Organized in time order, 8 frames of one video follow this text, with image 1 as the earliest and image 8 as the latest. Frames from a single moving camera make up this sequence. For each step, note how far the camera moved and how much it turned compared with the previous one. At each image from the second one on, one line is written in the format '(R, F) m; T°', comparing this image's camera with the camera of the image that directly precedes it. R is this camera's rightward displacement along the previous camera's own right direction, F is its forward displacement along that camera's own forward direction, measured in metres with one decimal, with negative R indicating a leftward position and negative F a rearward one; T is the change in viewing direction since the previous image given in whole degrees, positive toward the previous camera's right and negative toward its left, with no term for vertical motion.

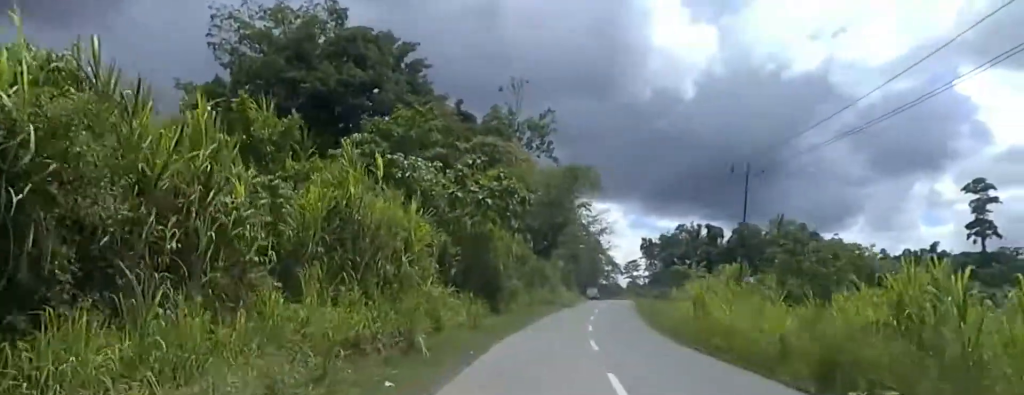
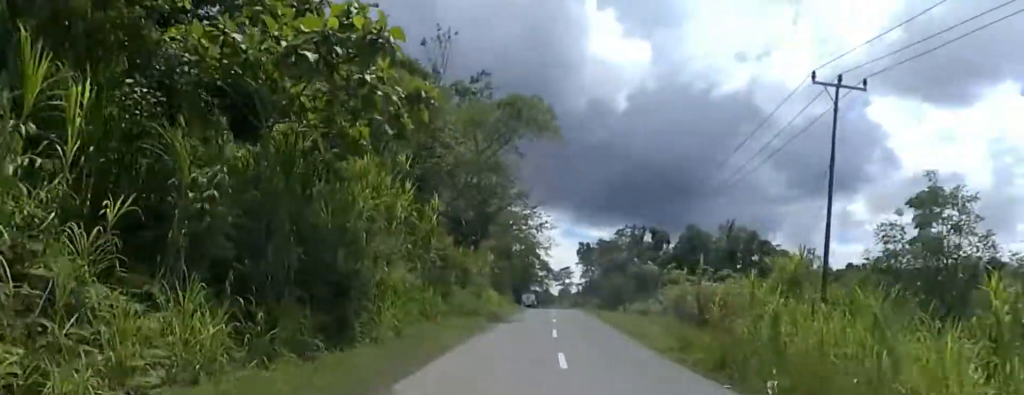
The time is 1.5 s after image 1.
(+1.4, +16.6) m; +9°
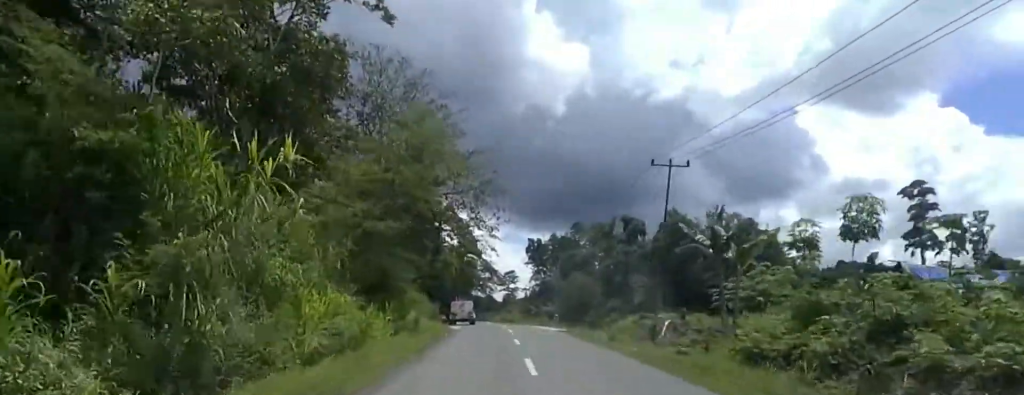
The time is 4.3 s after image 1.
(-1.0, +32.0) m; +3°
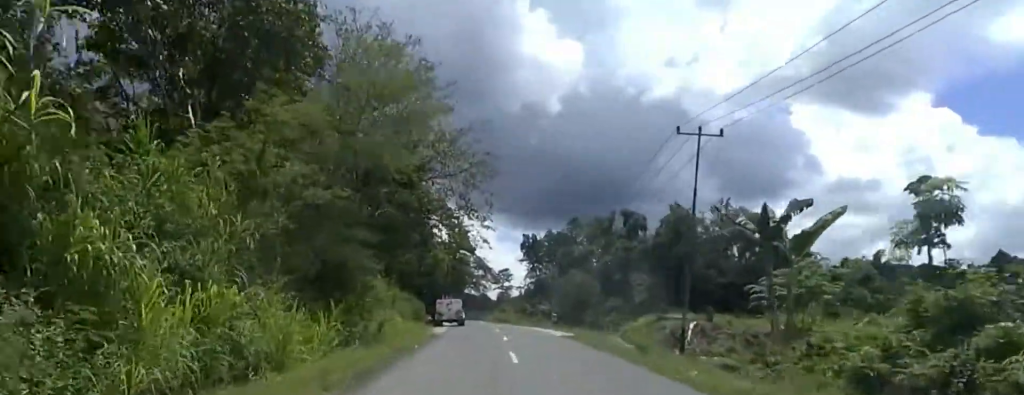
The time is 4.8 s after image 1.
(+0.8, +5.8) m; +4°
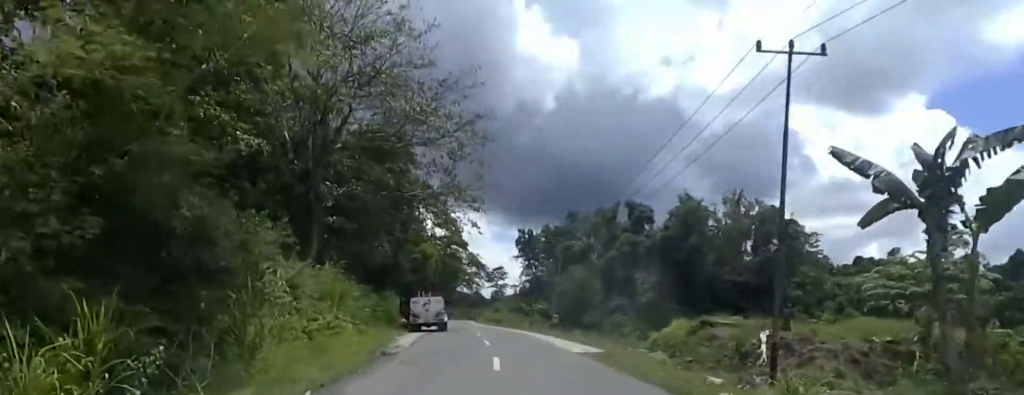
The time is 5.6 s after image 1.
(+0.1, +8.9) m; -2°
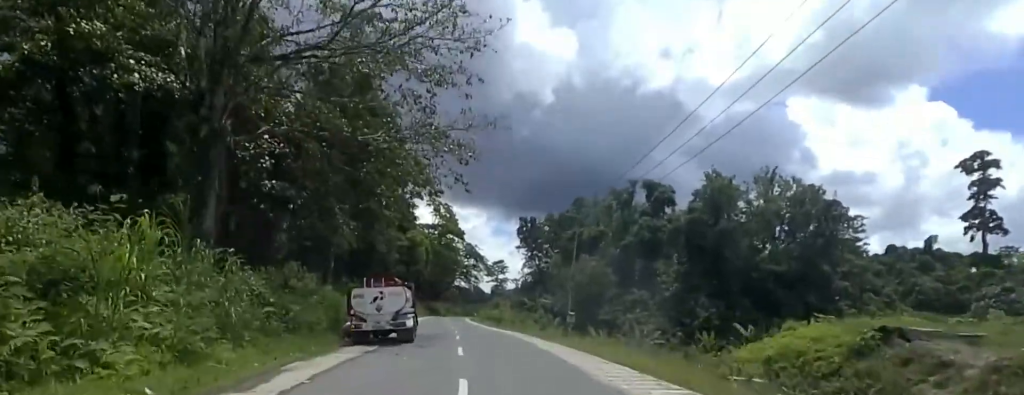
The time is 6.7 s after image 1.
(-0.8, +12.7) m; -3°
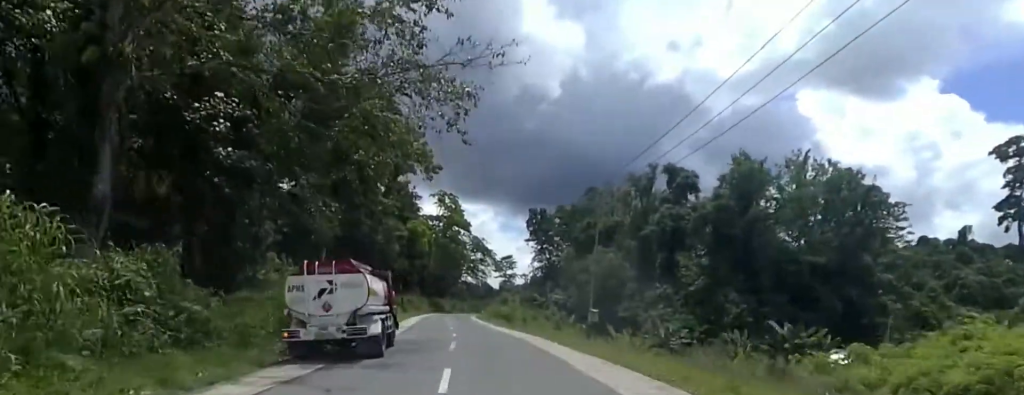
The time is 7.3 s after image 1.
(-0.1, +6.9) m; -1°
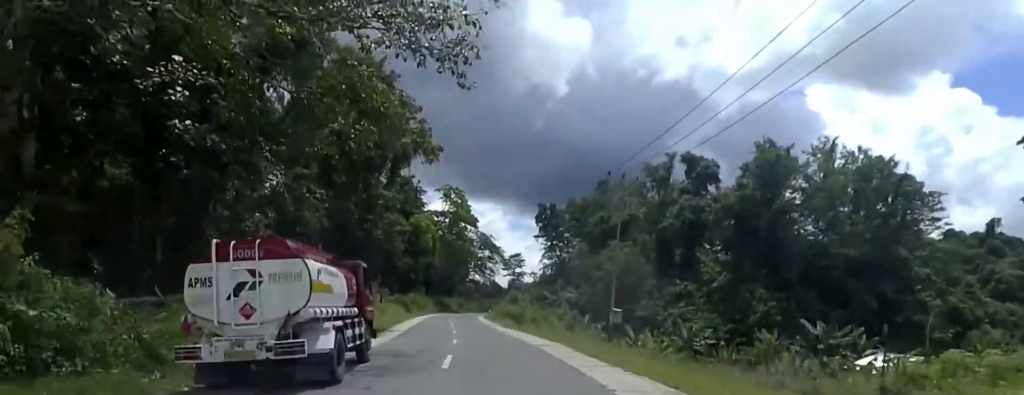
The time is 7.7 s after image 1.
(+0.3, +4.6) m; -1°
